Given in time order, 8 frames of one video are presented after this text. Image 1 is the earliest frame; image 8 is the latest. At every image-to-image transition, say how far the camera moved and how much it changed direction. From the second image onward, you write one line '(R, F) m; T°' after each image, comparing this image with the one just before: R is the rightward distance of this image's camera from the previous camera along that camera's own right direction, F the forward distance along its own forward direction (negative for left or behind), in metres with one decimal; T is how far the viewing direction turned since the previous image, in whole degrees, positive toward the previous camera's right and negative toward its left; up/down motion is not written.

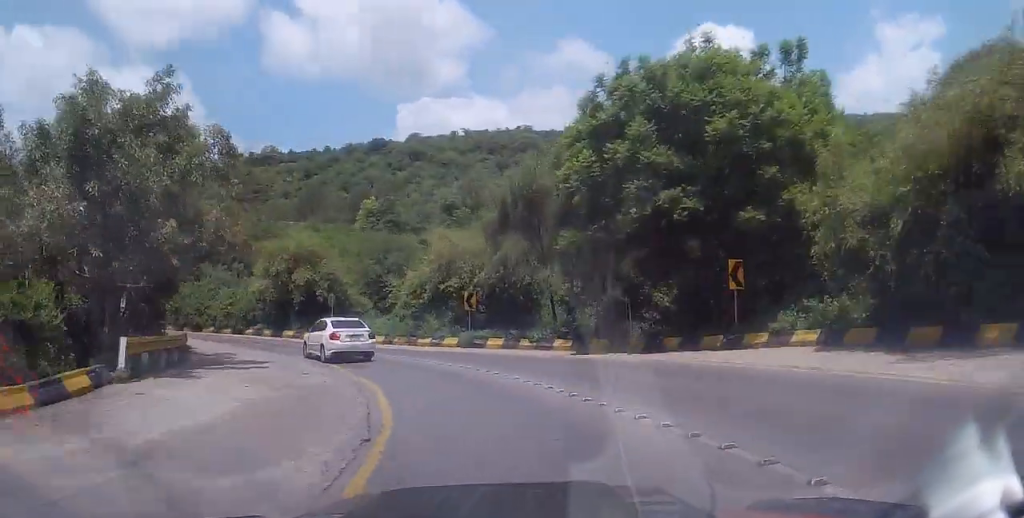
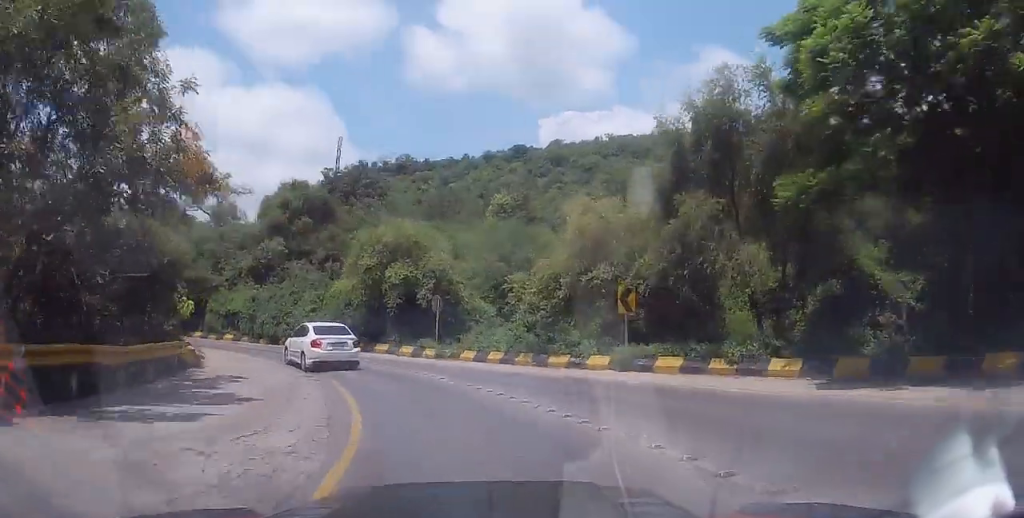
(-0.4, +10.5) m; -13°
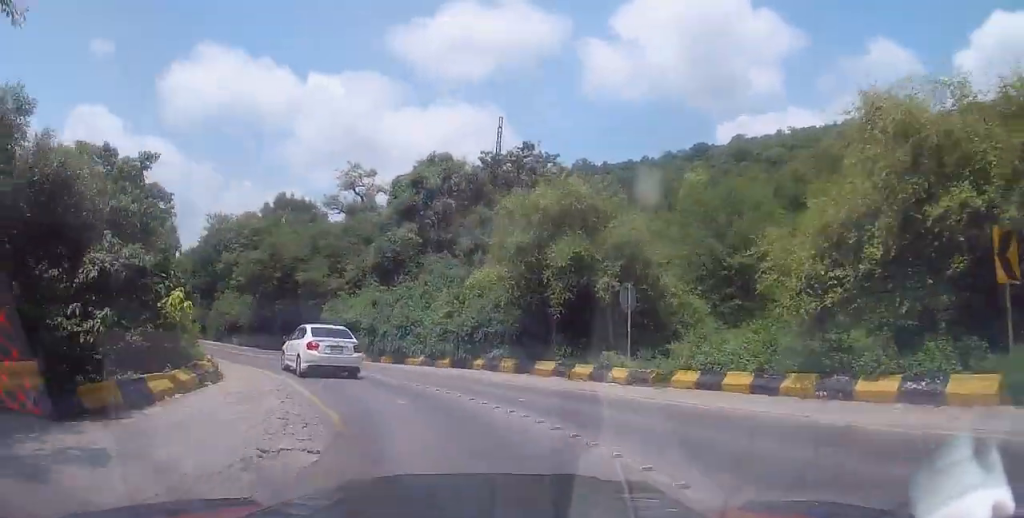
(-2.1, +11.0) m; -18°
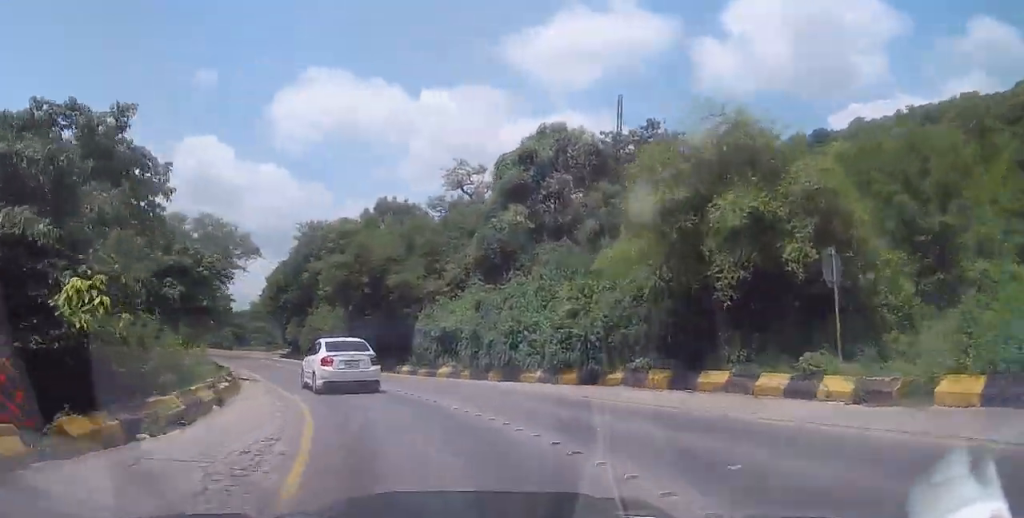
(-0.7, +6.5) m; -10°
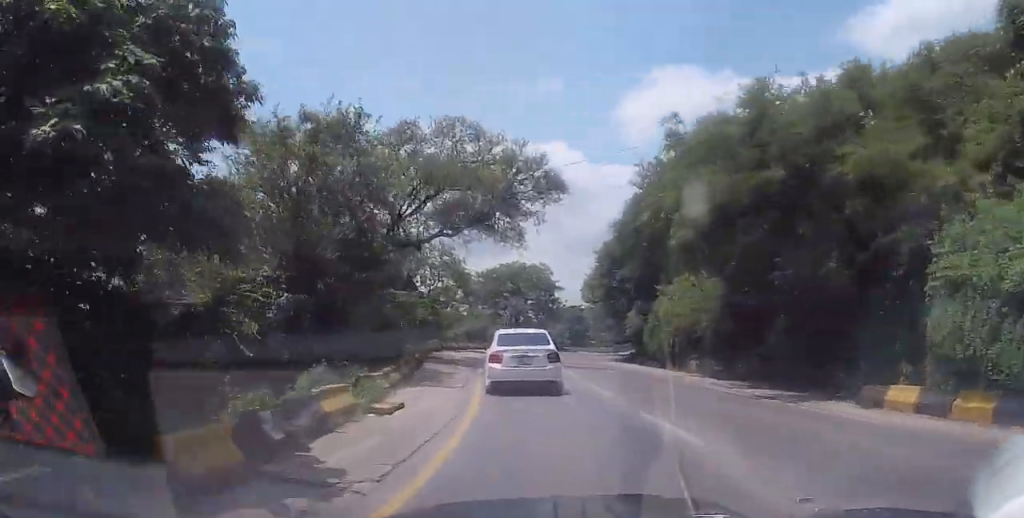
(-4.6, +18.3) m; -26°
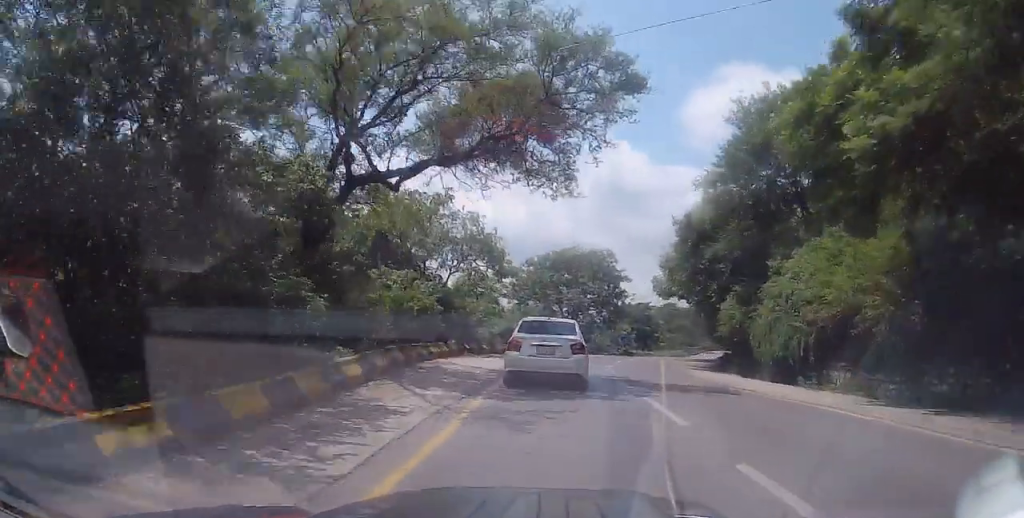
(-0.8, +10.6) m; -7°
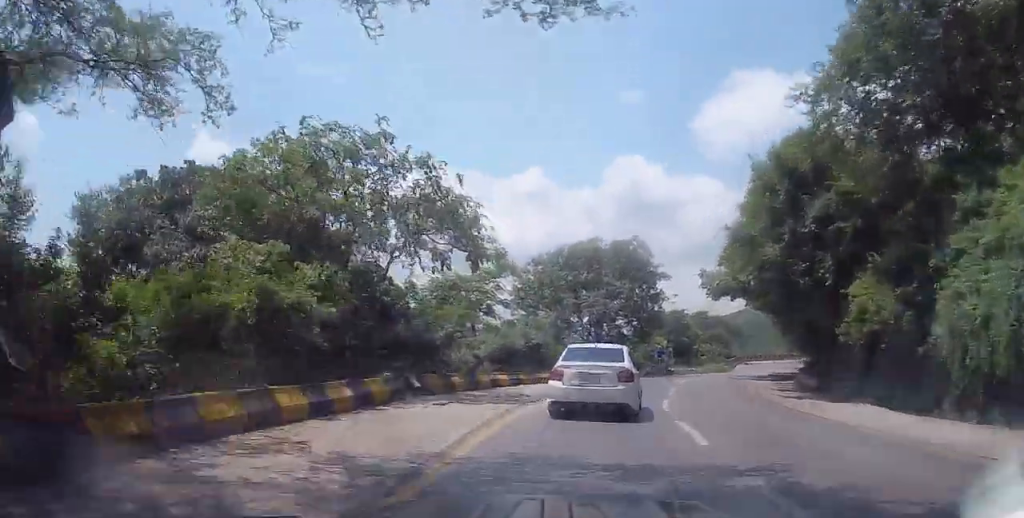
(-0.5, +12.3) m; -3°
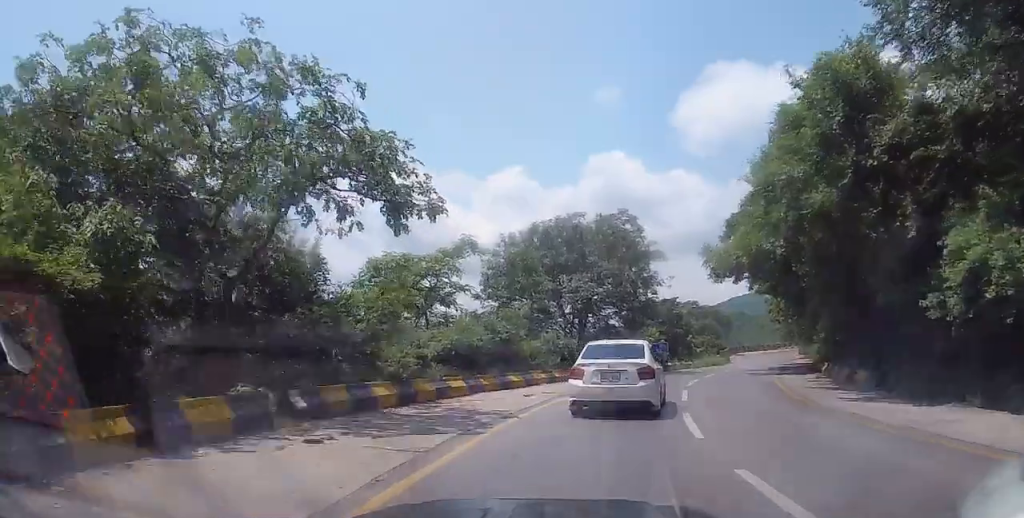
(0.0, +5.9) m; +1°
